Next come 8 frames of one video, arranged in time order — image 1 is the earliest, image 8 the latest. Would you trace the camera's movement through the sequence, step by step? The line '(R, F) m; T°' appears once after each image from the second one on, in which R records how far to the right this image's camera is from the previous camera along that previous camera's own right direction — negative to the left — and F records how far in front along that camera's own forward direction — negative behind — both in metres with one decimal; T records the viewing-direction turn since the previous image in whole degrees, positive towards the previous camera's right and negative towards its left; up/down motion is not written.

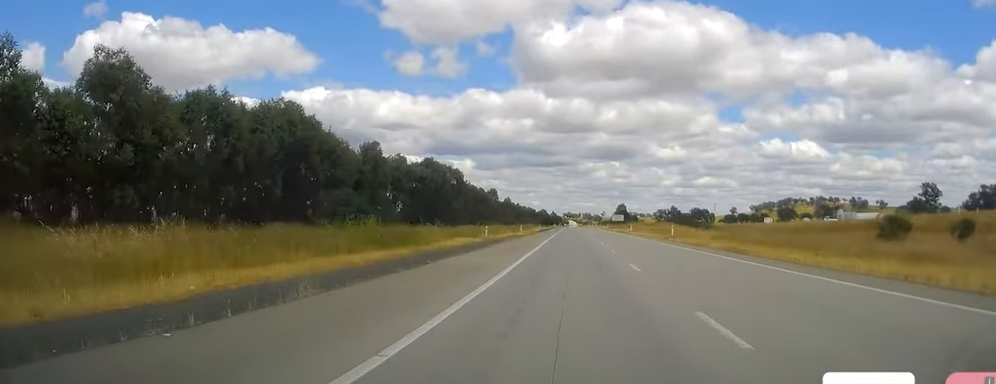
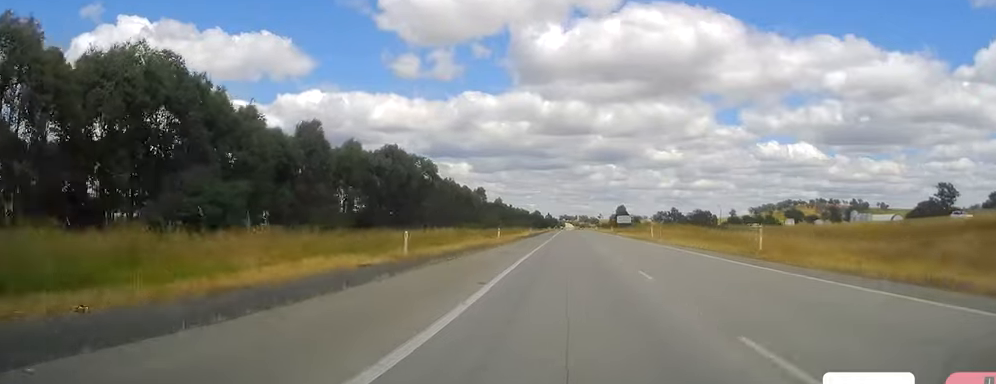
(+0.1, +25.9) m; 0°
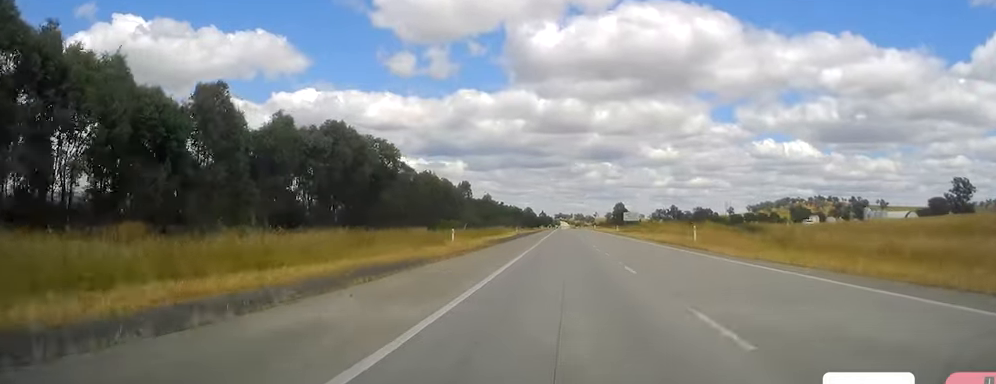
(-0.1, +24.0) m; +1°
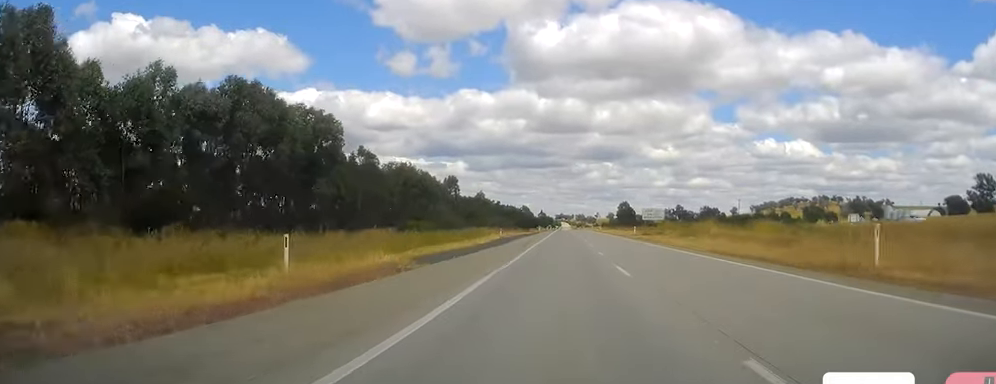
(+0.5, +24.9) m; 0°
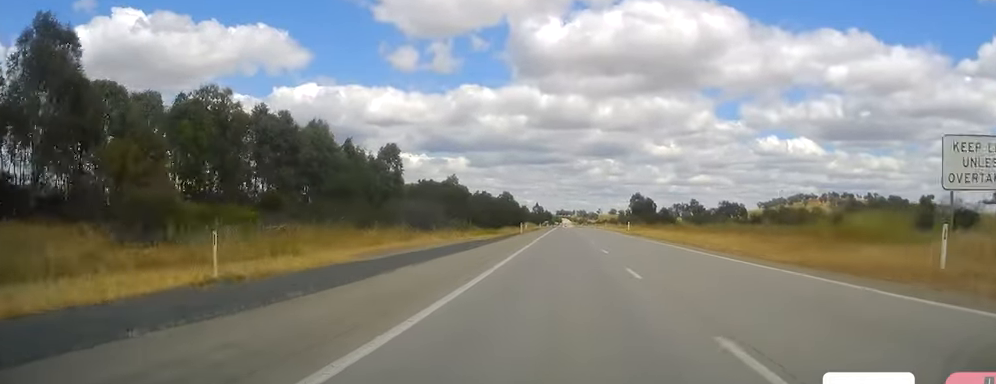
(0.0, +63.4) m; 0°
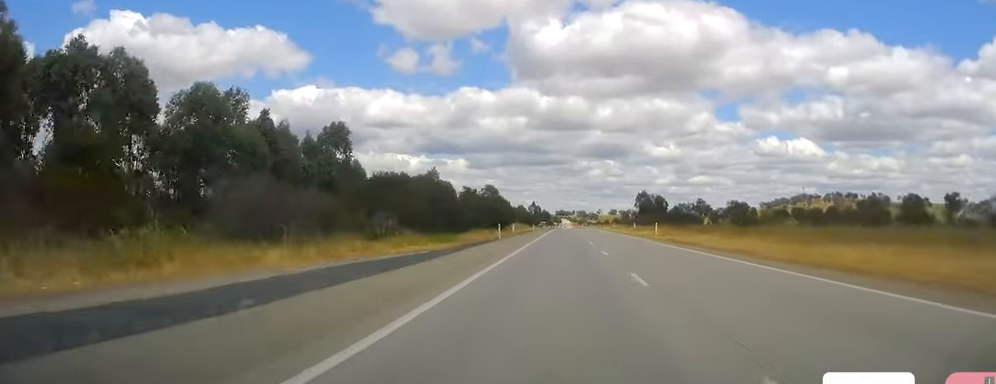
(-0.5, +26.8) m; -1°
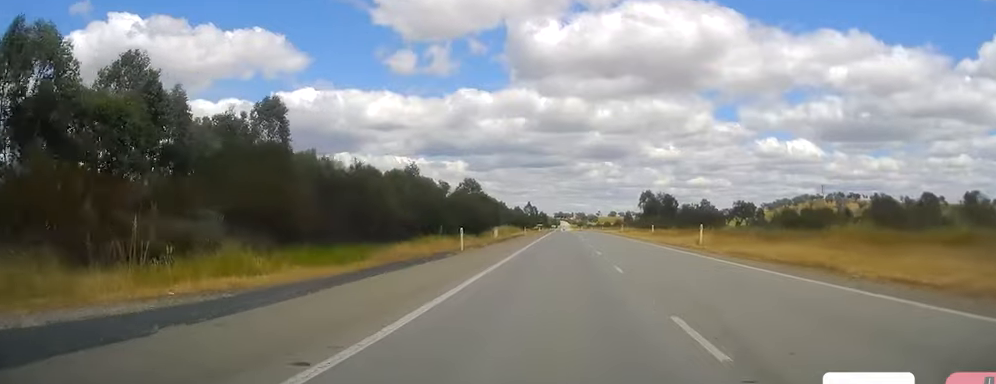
(0.0, +20.1) m; +1°
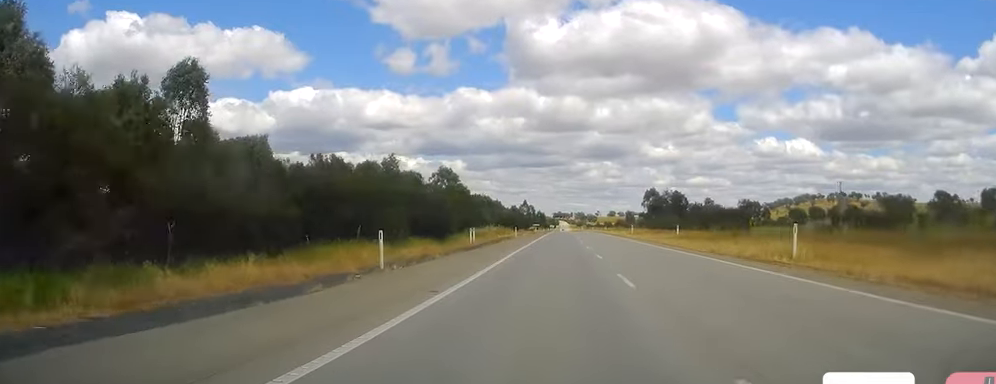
(+0.1, +16.3) m; 0°
